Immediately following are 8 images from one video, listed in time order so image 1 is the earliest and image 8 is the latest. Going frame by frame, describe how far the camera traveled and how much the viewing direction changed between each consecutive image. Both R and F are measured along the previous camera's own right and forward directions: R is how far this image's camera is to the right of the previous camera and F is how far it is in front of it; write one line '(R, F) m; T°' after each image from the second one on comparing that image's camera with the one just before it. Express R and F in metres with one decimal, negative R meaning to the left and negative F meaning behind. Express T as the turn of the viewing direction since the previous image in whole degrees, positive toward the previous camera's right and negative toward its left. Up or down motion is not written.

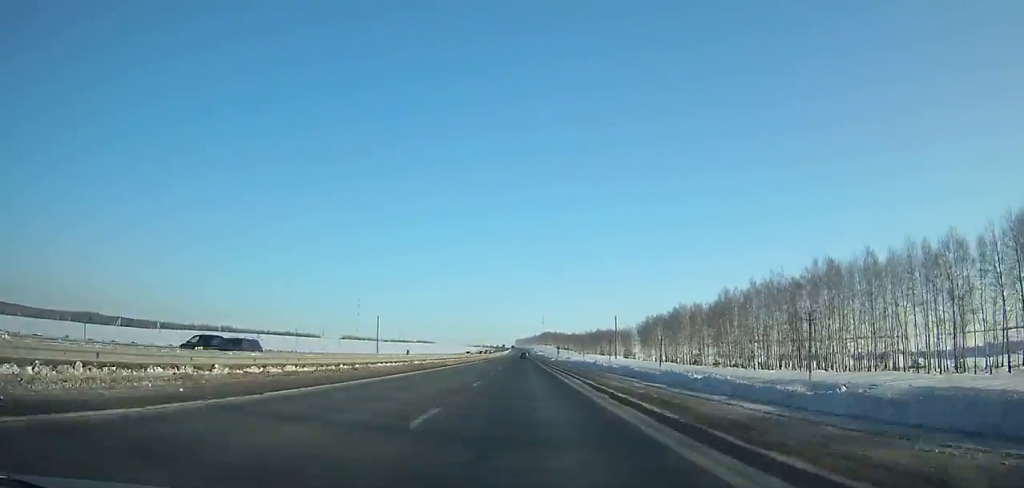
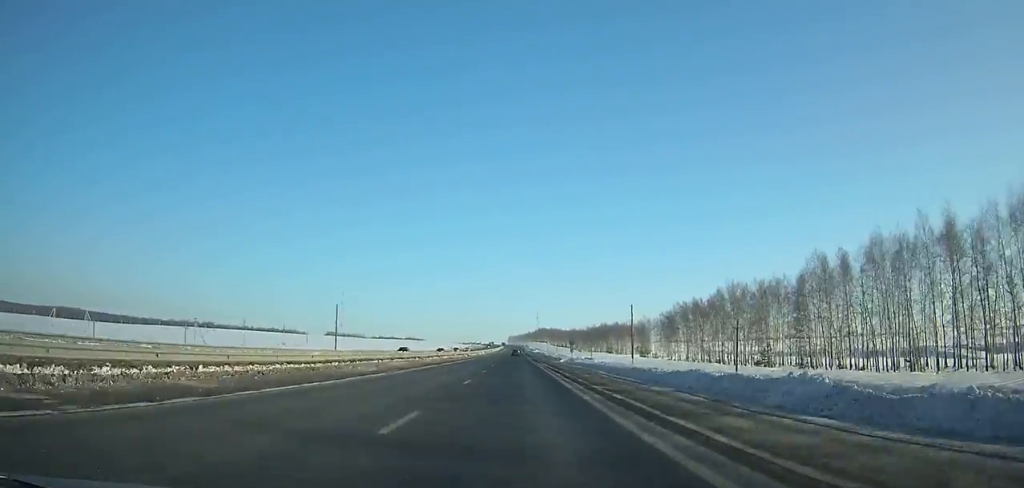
(+0.1, +48.6) m; 0°
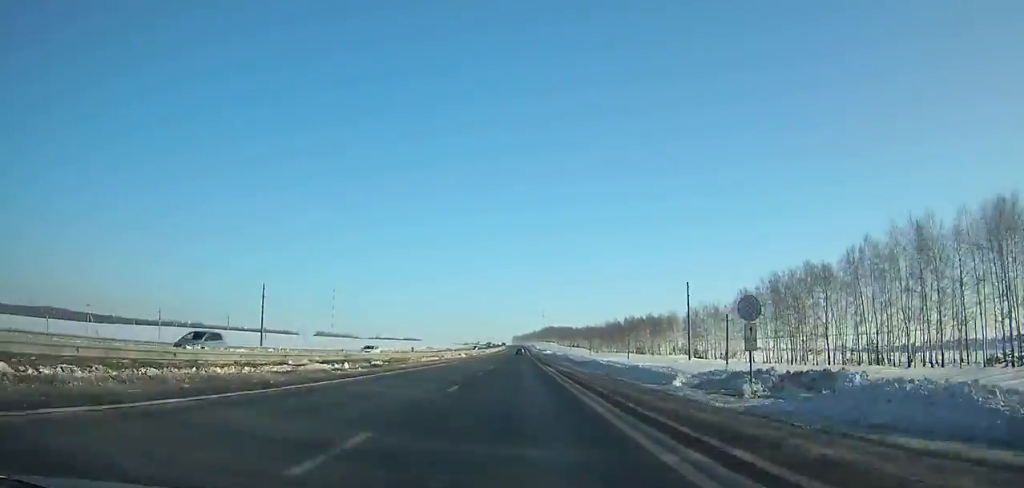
(-0.1, +62.8) m; 0°
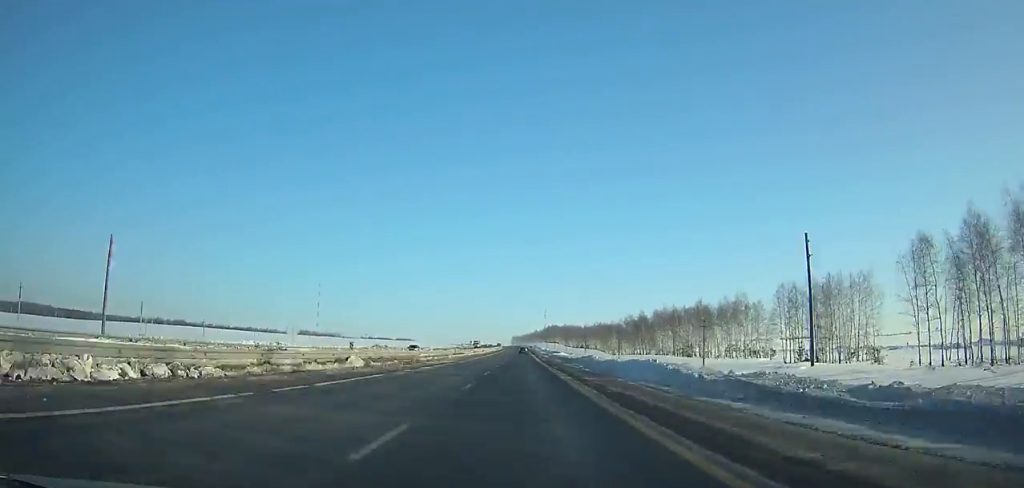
(-0.2, +58.5) m; 0°
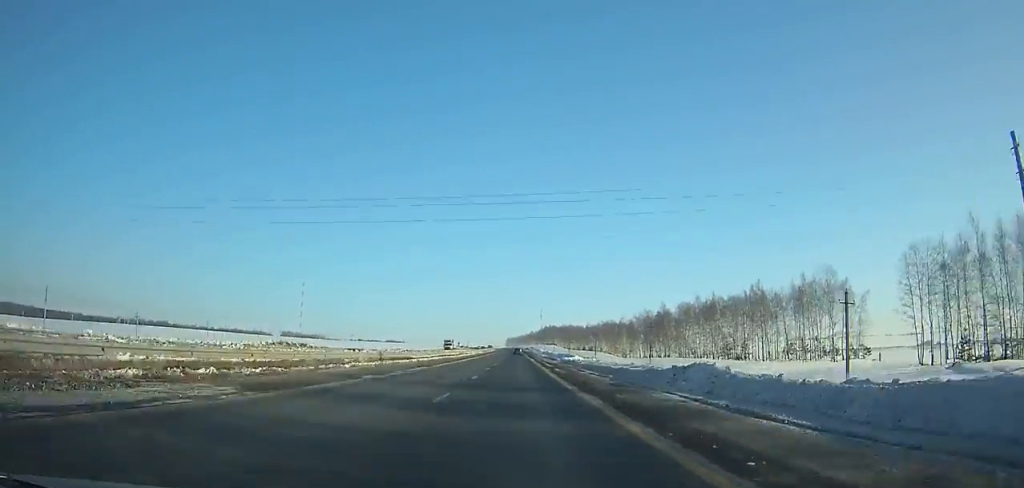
(+0.3, +40.1) m; 0°
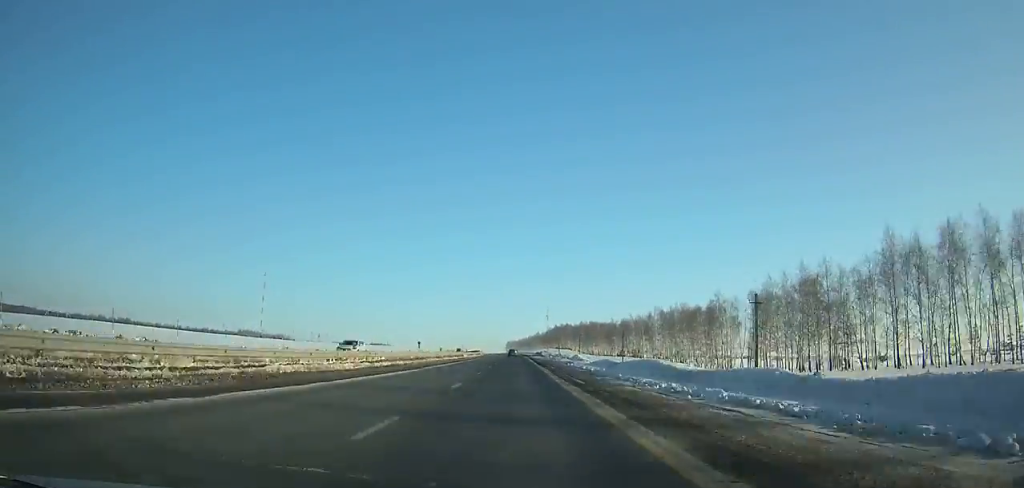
(-0.2, +111.7) m; 0°
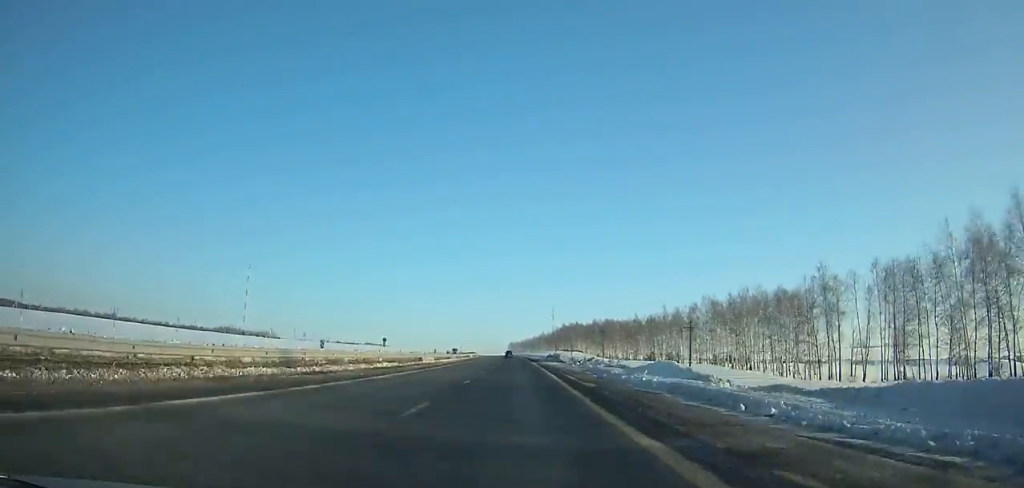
(+0.1, +45.3) m; 0°
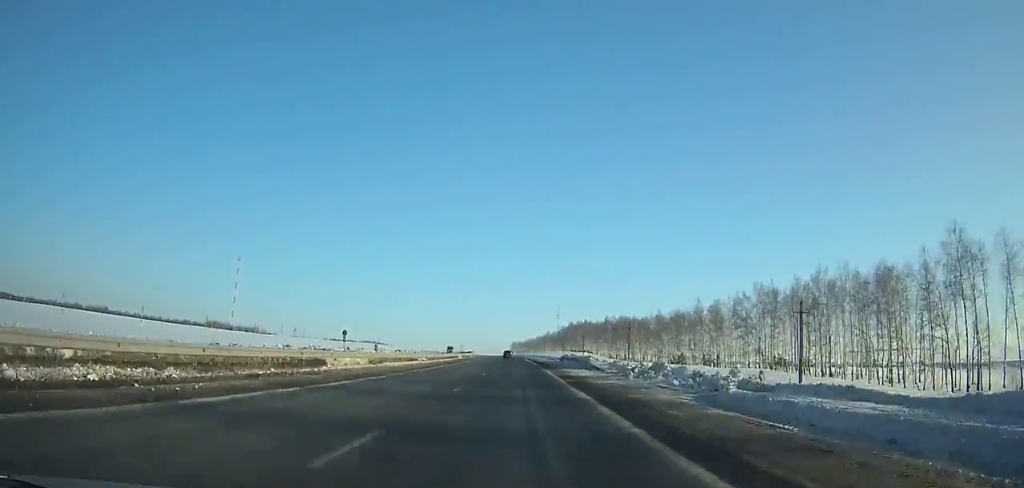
(-0.2, +28.7) m; 0°
